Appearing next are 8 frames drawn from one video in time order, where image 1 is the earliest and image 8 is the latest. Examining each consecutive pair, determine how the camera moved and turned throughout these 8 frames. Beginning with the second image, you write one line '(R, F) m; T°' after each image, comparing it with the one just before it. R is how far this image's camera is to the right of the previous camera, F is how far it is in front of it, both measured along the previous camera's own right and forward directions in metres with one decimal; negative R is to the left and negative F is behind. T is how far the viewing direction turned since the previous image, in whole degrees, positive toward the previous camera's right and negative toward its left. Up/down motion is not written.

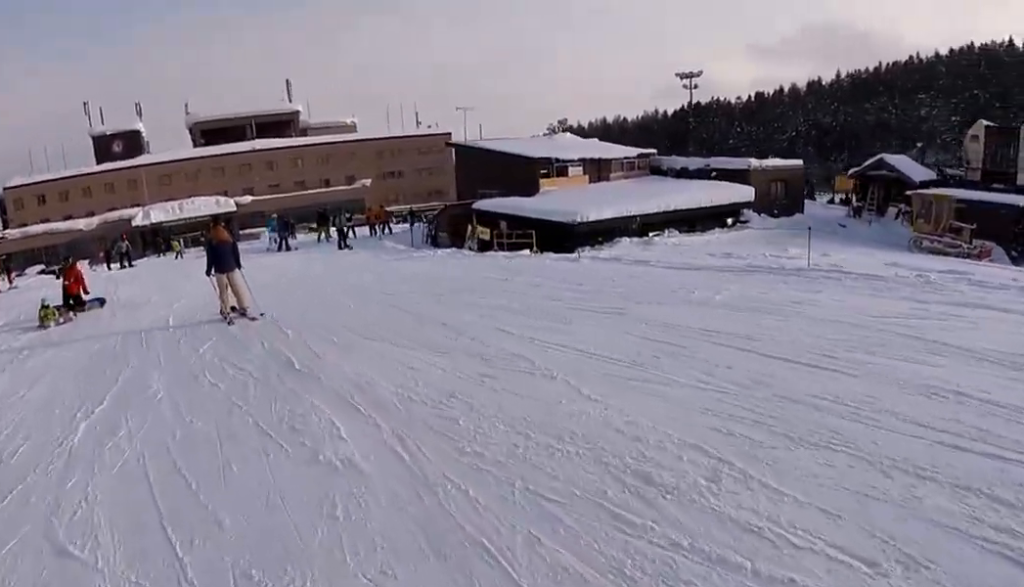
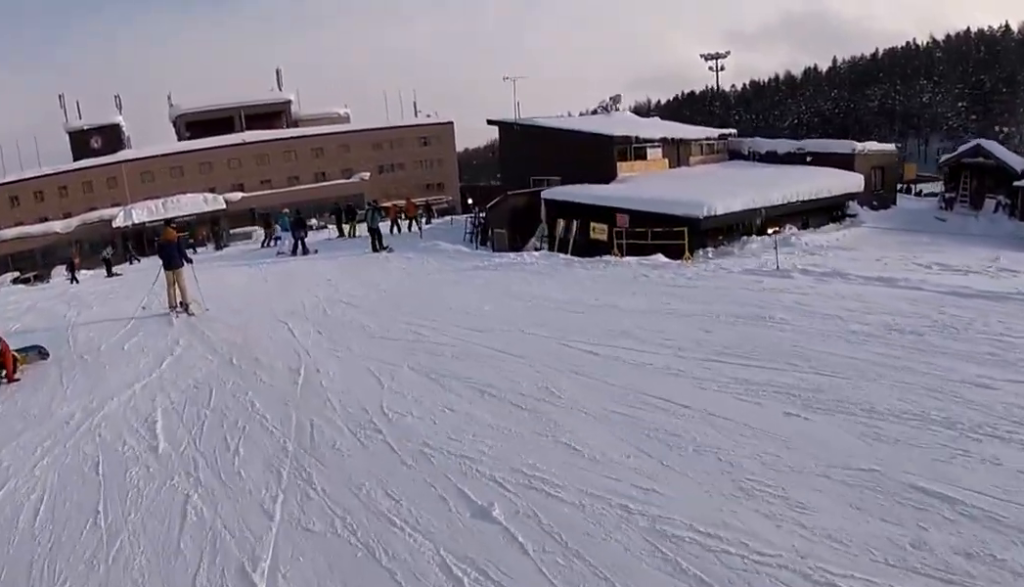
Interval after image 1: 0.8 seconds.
(0.0, +5.8) m; +6°
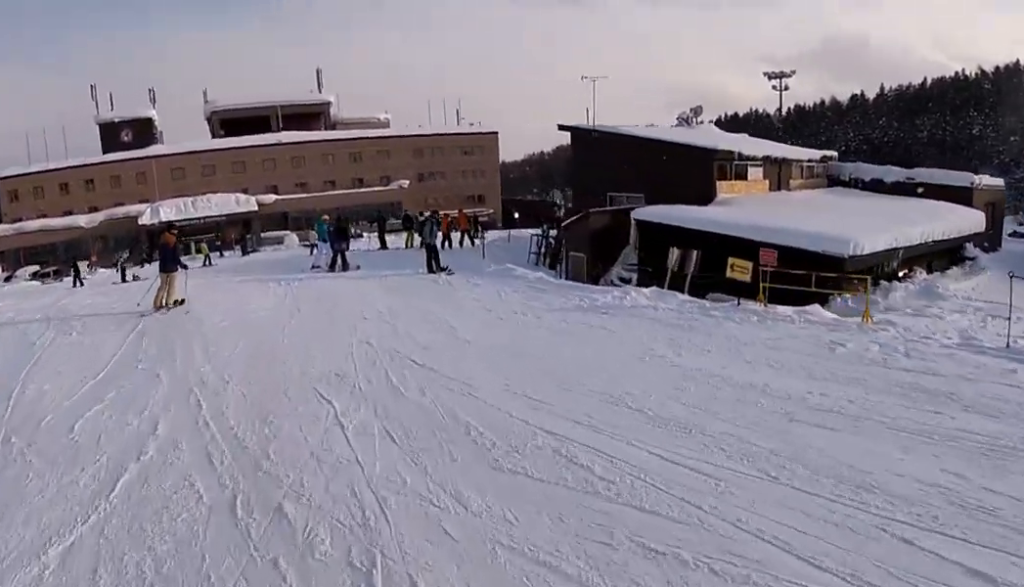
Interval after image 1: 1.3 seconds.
(0.0, +3.5) m; +6°
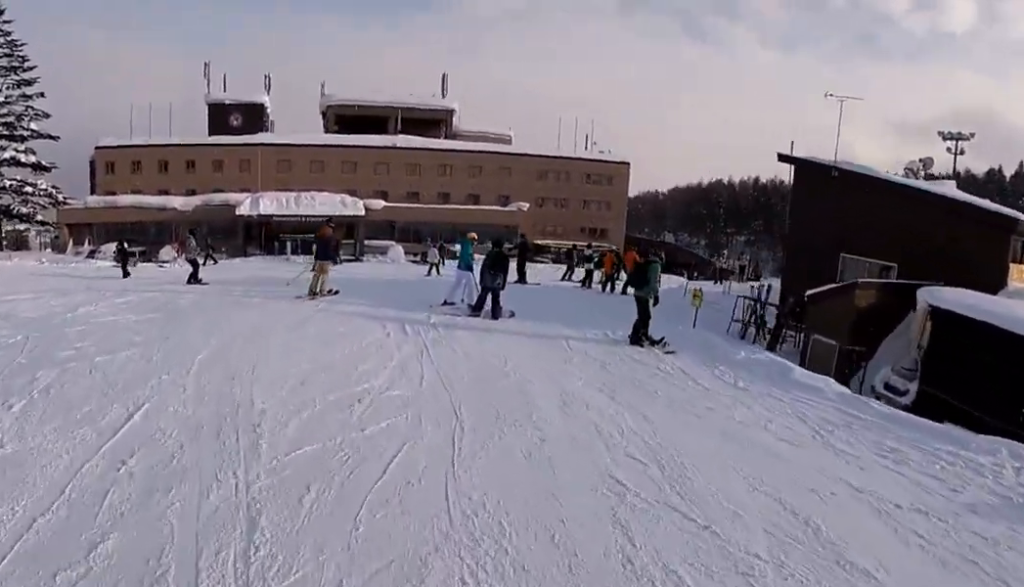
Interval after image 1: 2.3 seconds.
(+1.0, +6.0) m; +1°
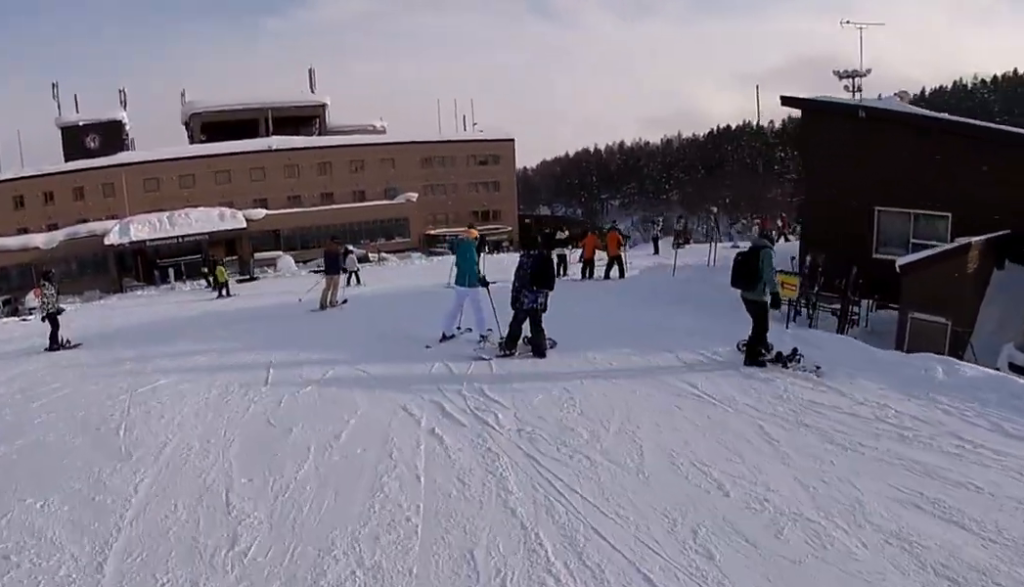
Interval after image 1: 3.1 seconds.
(-0.8, +4.9) m; -7°
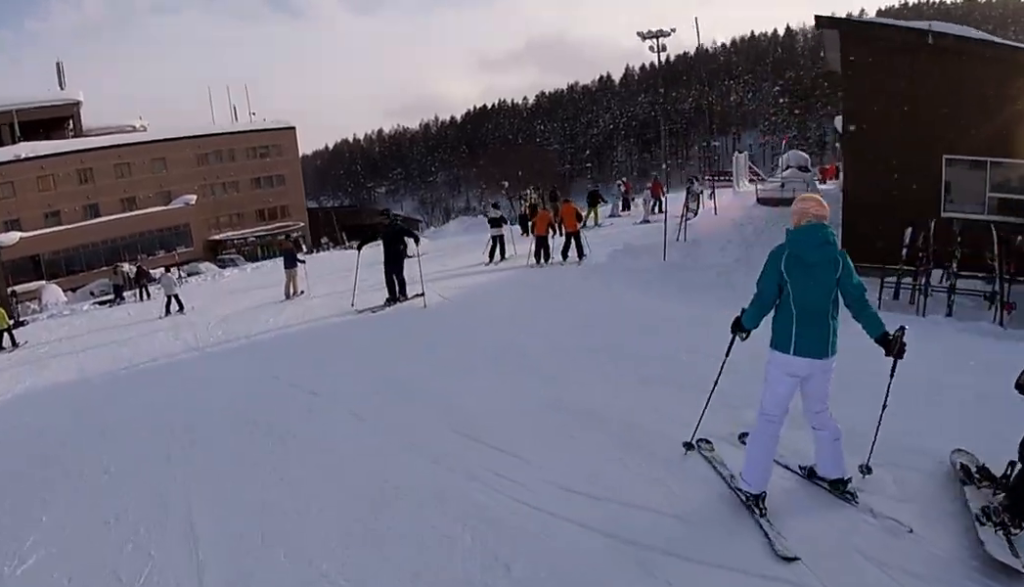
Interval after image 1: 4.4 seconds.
(+0.4, +7.7) m; +18°
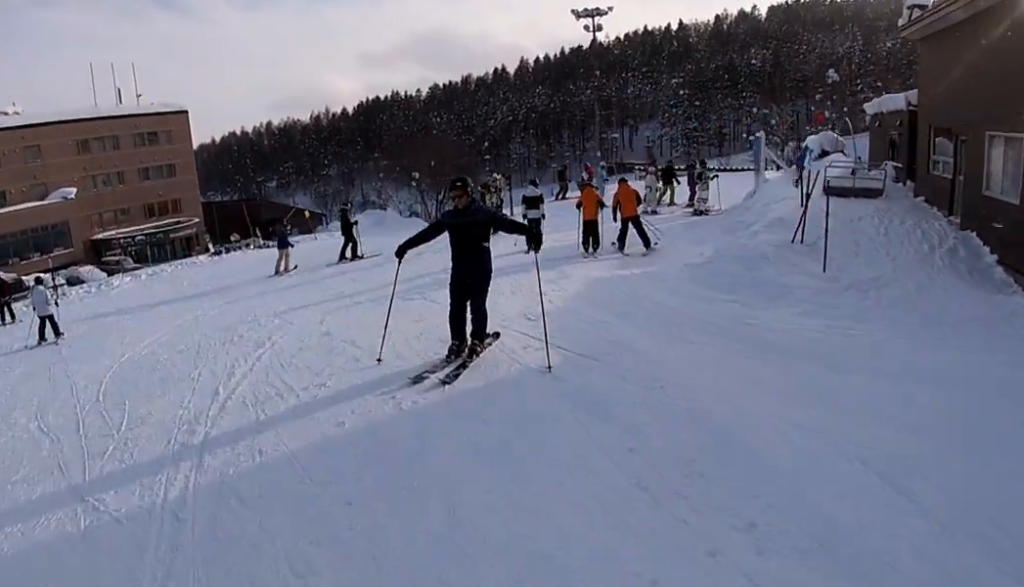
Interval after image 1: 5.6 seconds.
(+1.4, +6.6) m; +14°
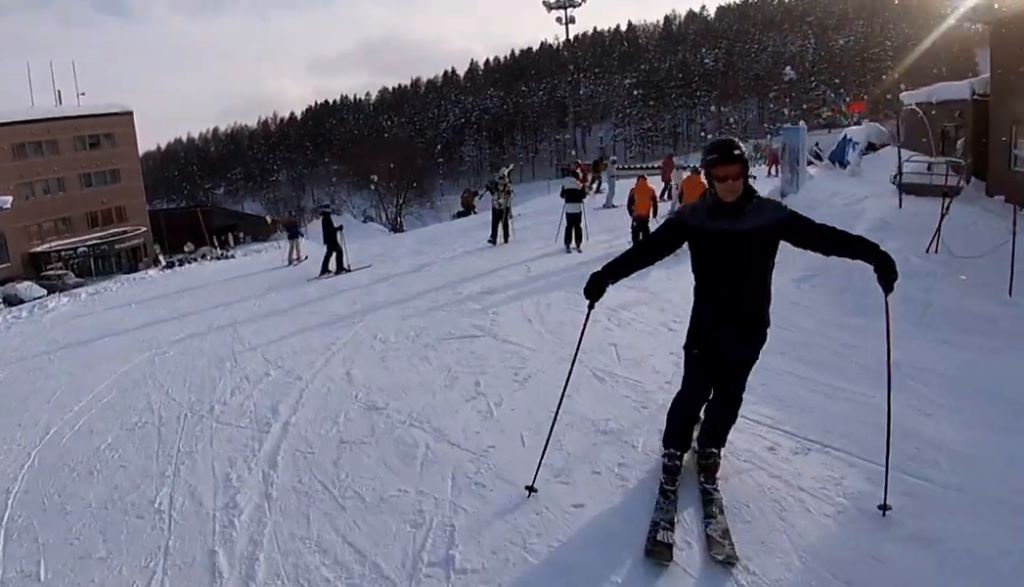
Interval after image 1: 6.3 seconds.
(-0.3, +3.6) m; +6°
